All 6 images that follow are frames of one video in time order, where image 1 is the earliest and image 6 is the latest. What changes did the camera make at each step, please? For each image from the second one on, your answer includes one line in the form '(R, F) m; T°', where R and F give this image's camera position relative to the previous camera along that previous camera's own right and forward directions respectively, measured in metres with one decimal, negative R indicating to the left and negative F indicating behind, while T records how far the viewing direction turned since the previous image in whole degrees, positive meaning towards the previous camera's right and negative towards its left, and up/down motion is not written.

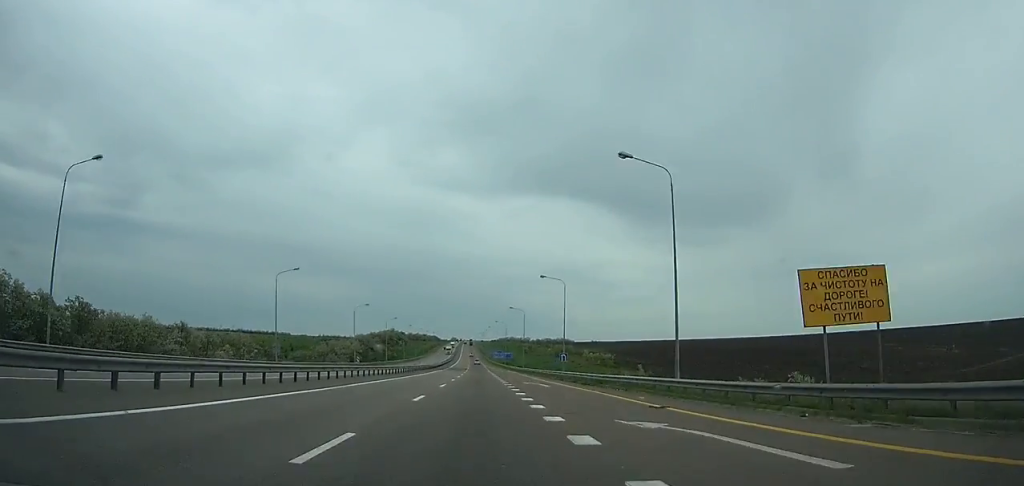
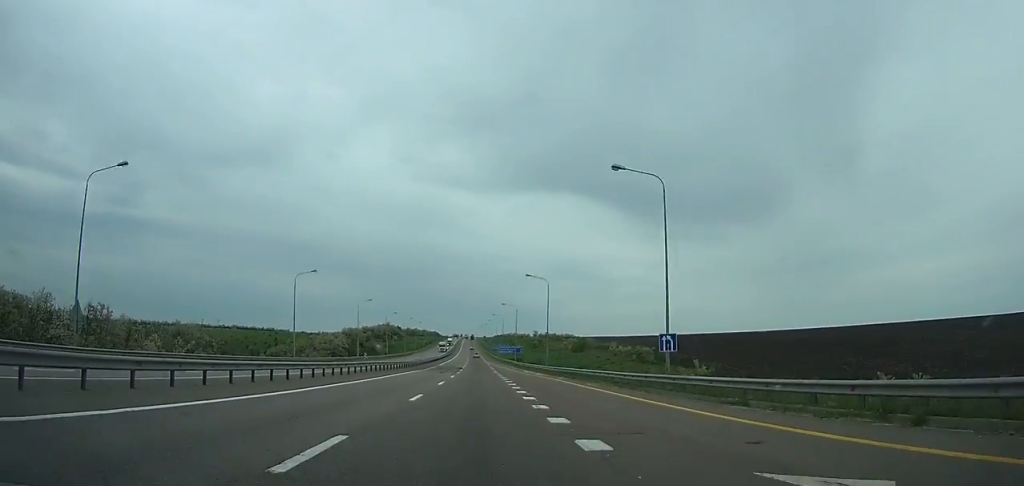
(0.0, +39.6) m; 0°
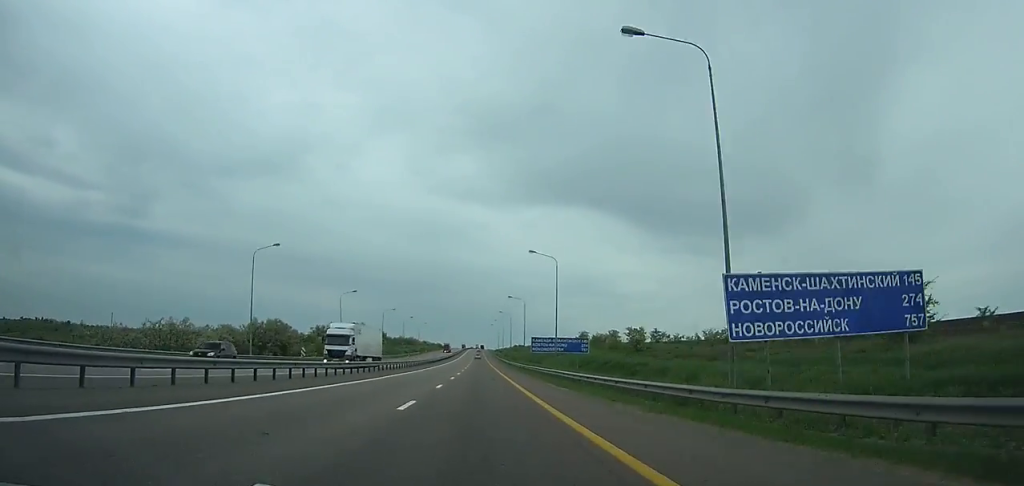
(-0.8, +142.6) m; -1°
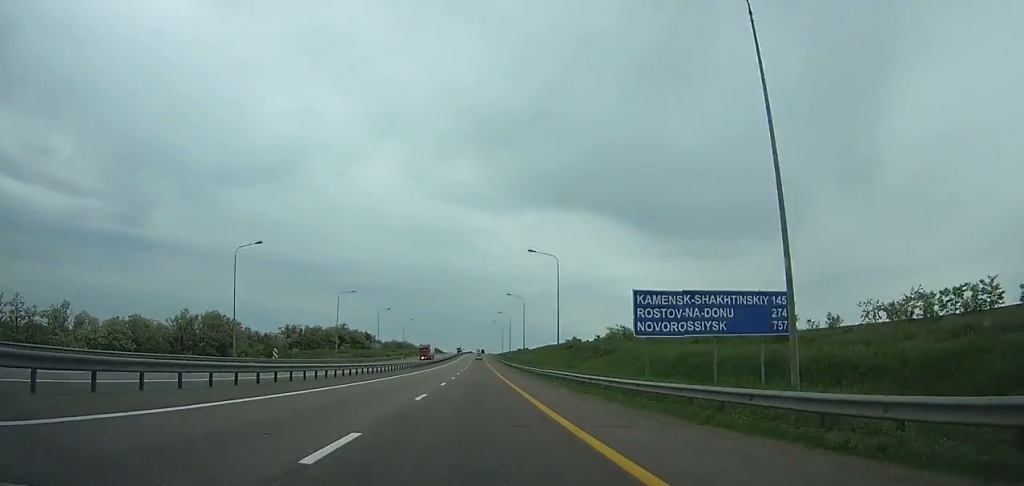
(-0.1, +42.2) m; 0°
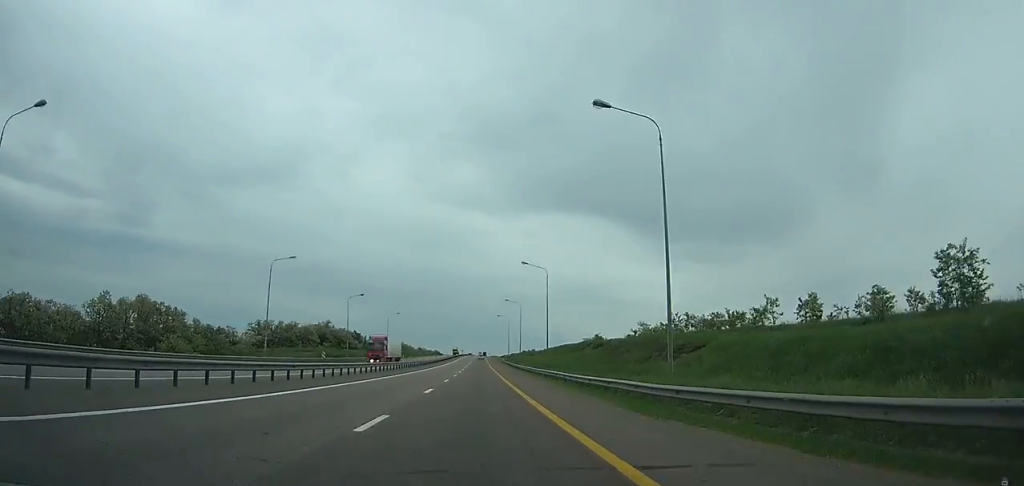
(0.0, +30.4) m; 0°
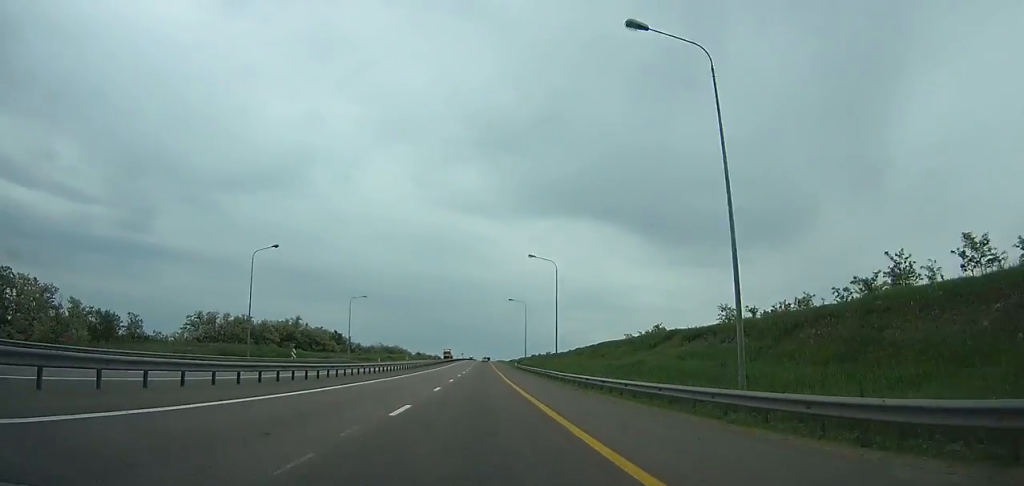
(-0.1, +42.1) m; 0°
